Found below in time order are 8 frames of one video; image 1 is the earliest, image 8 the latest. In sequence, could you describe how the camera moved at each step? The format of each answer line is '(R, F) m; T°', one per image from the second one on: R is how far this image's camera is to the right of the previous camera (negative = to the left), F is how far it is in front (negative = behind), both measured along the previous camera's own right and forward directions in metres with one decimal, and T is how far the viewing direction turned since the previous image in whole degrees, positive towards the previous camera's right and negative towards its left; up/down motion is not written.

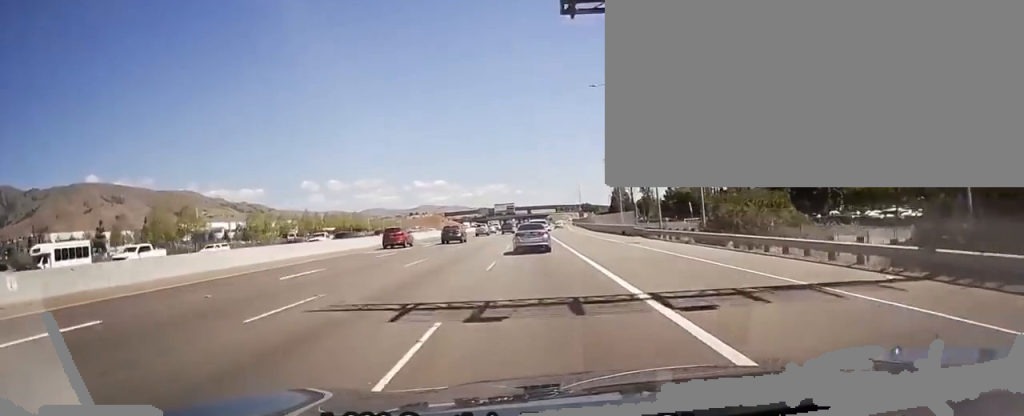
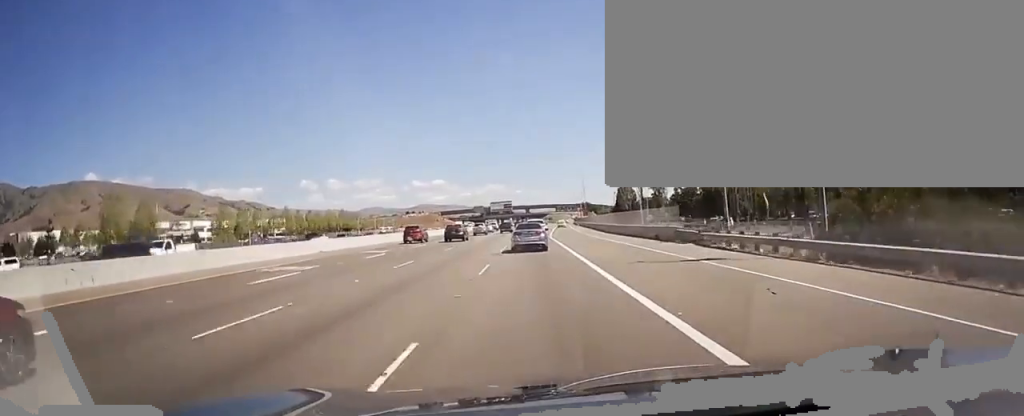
(-0.1, +16.0) m; +2°
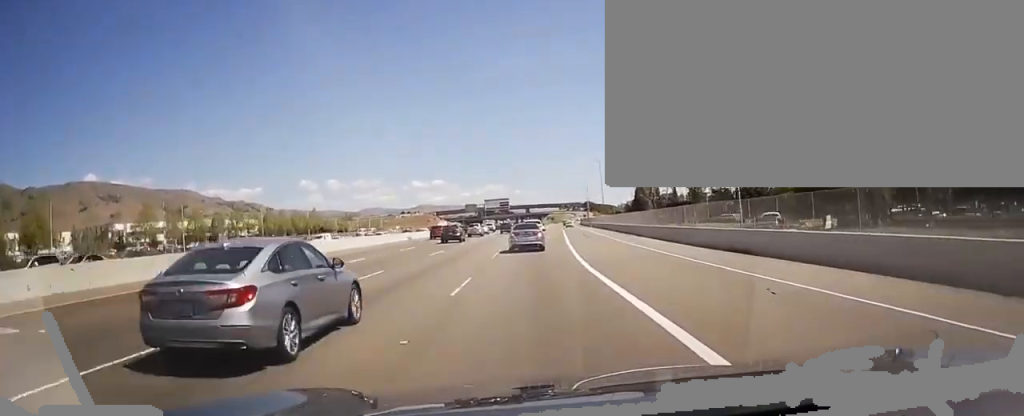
(+2.2, +33.8) m; +2°
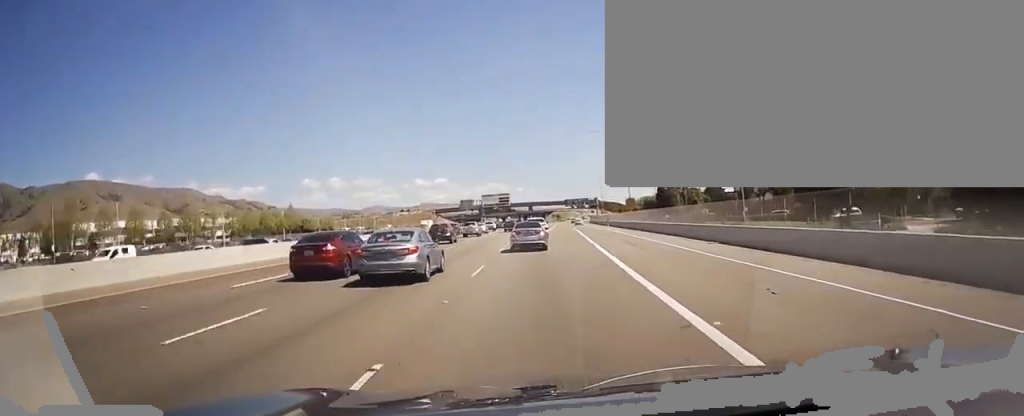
(-1.0, +26.6) m; -1°
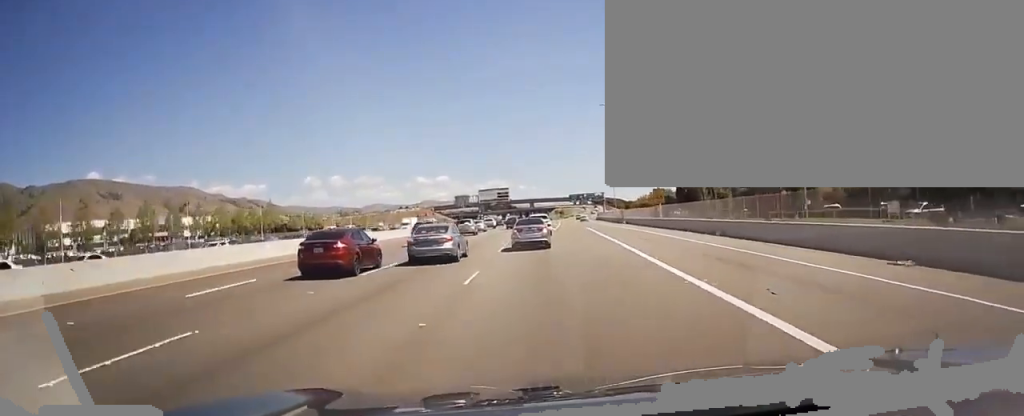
(+0.6, +17.3) m; 0°
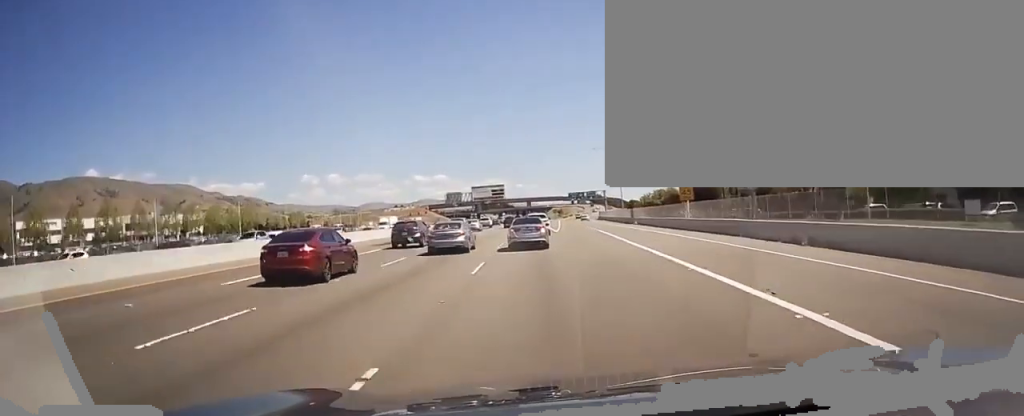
(-0.1, +12.4) m; 0°
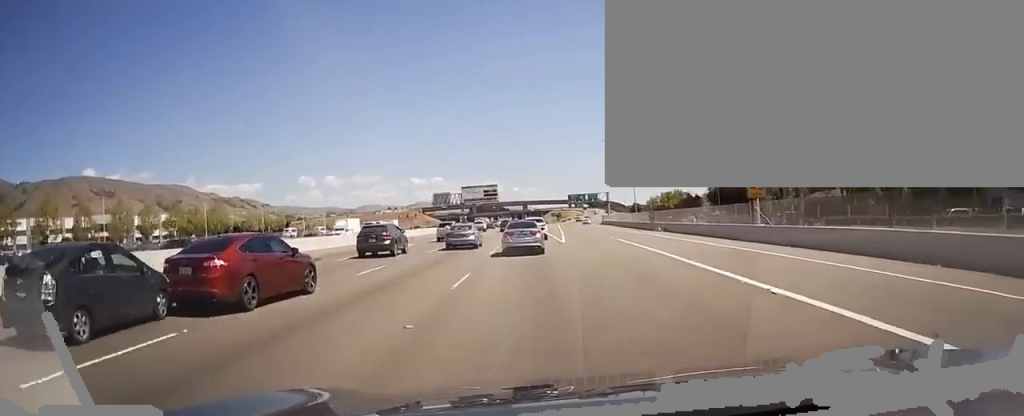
(-0.4, +17.6) m; 0°
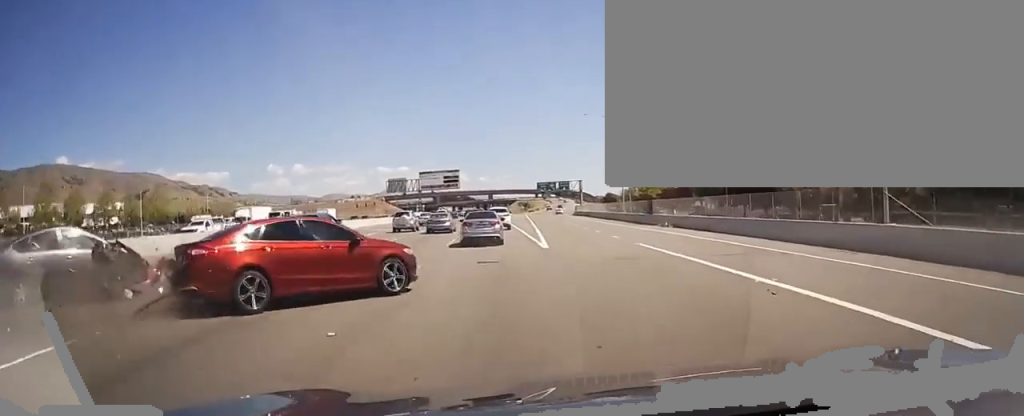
(+0.4, +16.3) m; +1°
